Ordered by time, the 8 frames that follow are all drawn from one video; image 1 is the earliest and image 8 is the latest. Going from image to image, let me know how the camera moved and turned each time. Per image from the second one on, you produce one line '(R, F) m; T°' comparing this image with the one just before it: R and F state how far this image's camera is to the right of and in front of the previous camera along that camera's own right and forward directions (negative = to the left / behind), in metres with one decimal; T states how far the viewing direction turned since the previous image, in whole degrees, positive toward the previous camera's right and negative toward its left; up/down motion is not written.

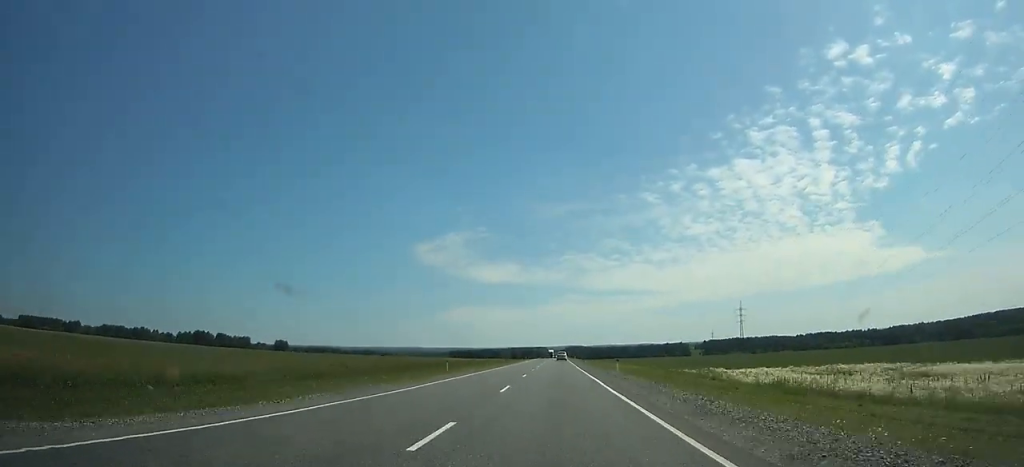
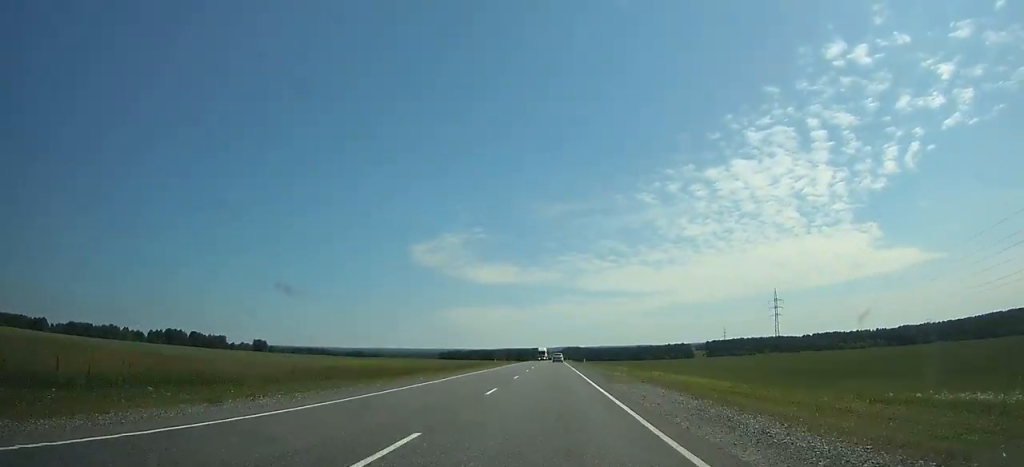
(+0.1, +61.4) m; 0°
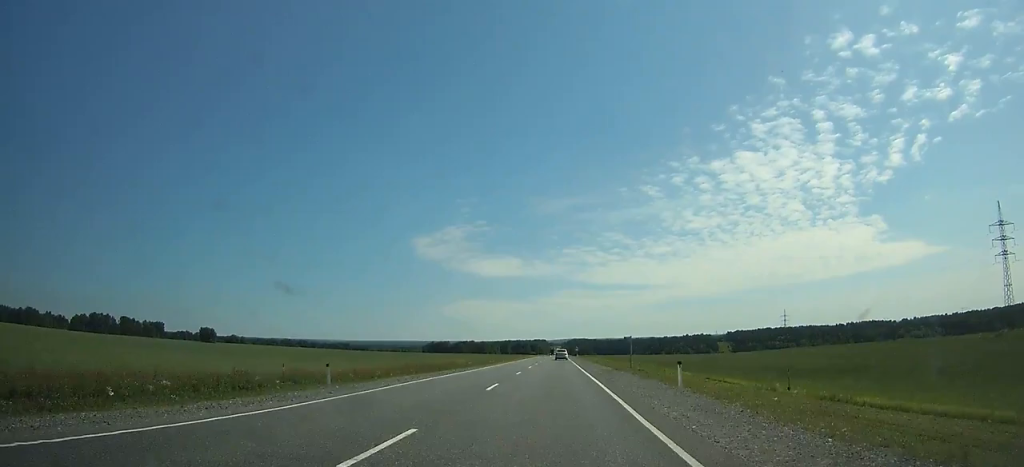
(-0.1, +154.6) m; 0°
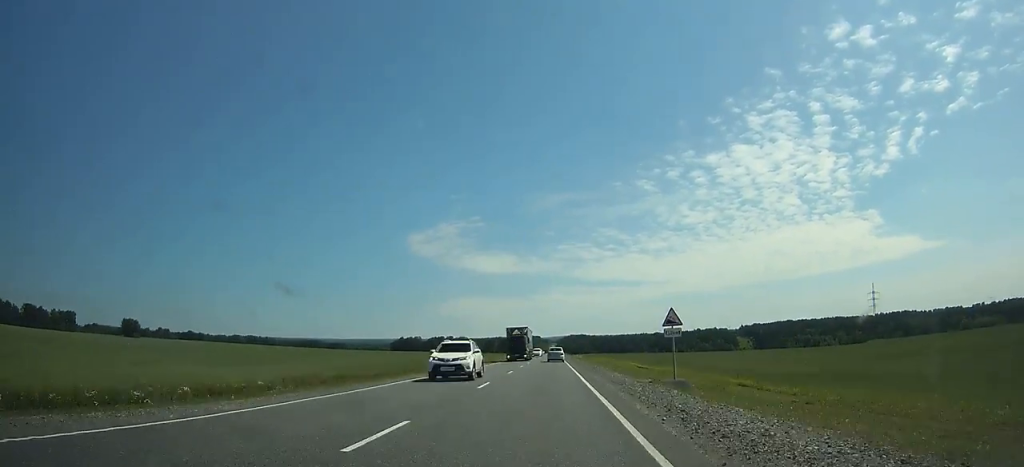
(+0.4, +142.5) m; 0°
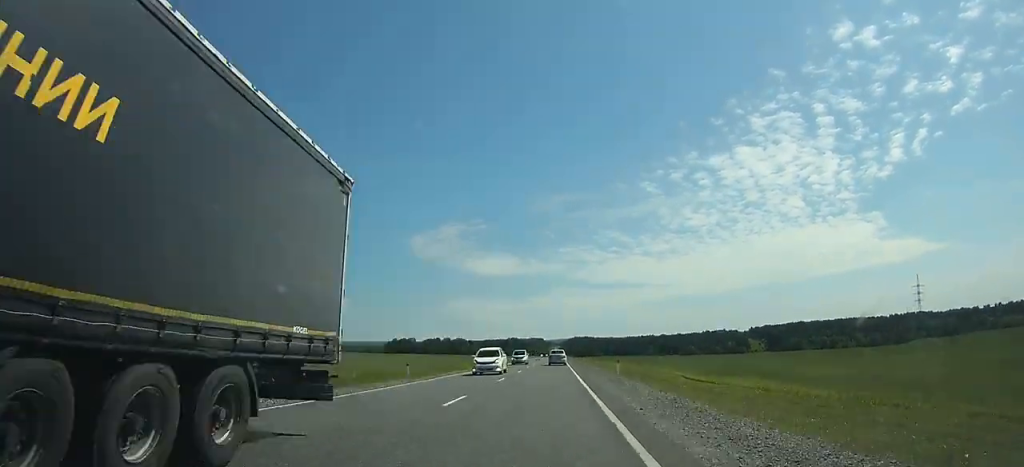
(-0.1, +41.7) m; 0°
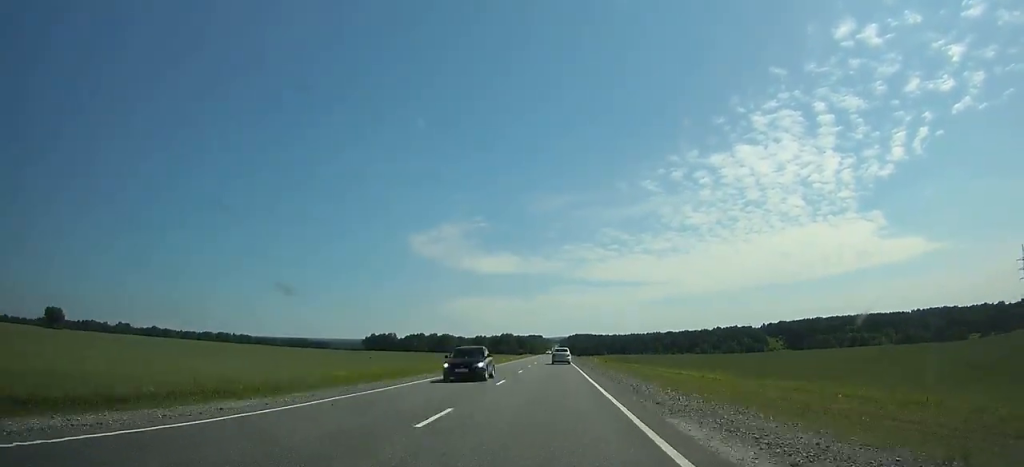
(-0.1, +77.3) m; 0°
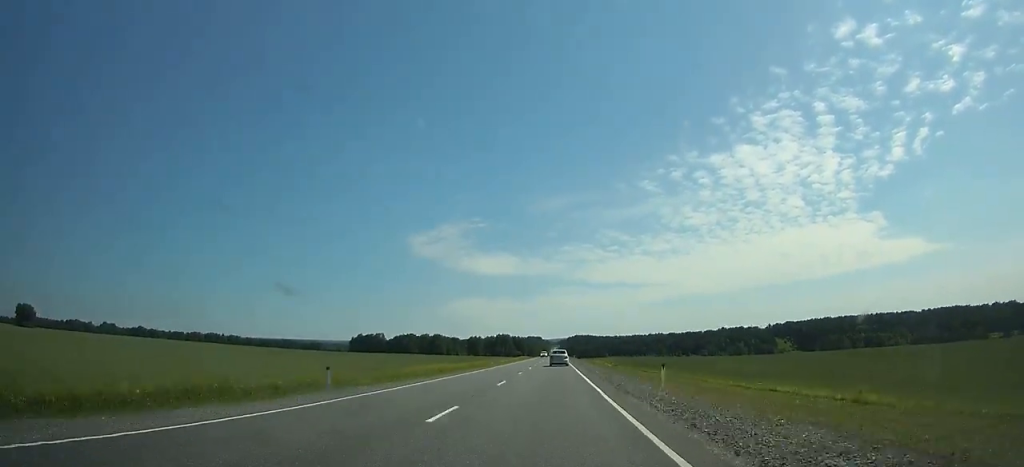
(0.0, +35.6) m; 0°
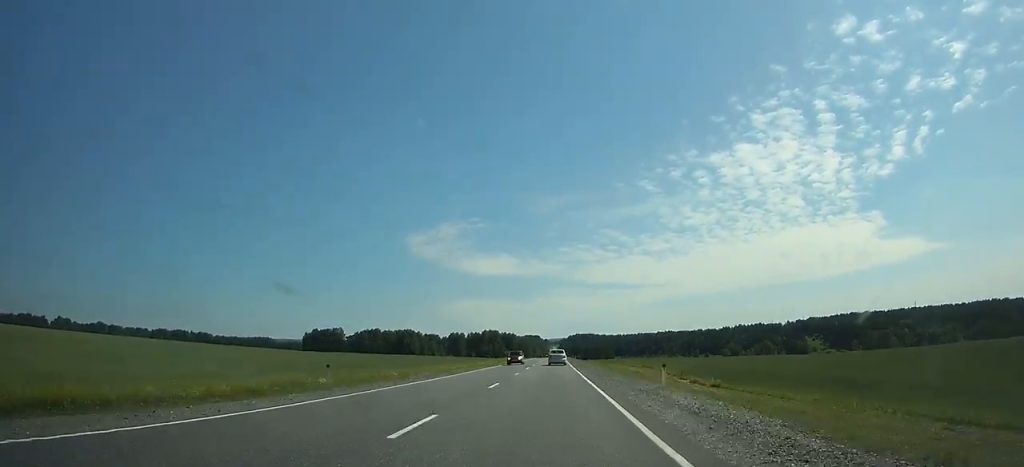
(-0.1, +99.0) m; 0°
